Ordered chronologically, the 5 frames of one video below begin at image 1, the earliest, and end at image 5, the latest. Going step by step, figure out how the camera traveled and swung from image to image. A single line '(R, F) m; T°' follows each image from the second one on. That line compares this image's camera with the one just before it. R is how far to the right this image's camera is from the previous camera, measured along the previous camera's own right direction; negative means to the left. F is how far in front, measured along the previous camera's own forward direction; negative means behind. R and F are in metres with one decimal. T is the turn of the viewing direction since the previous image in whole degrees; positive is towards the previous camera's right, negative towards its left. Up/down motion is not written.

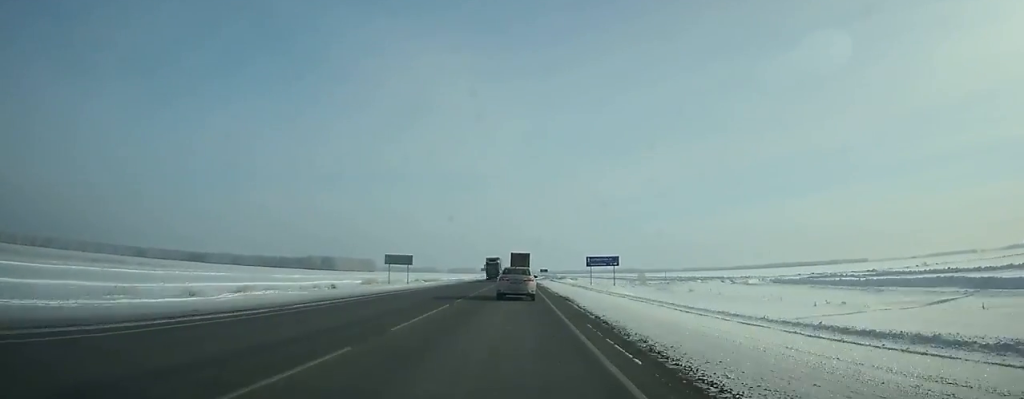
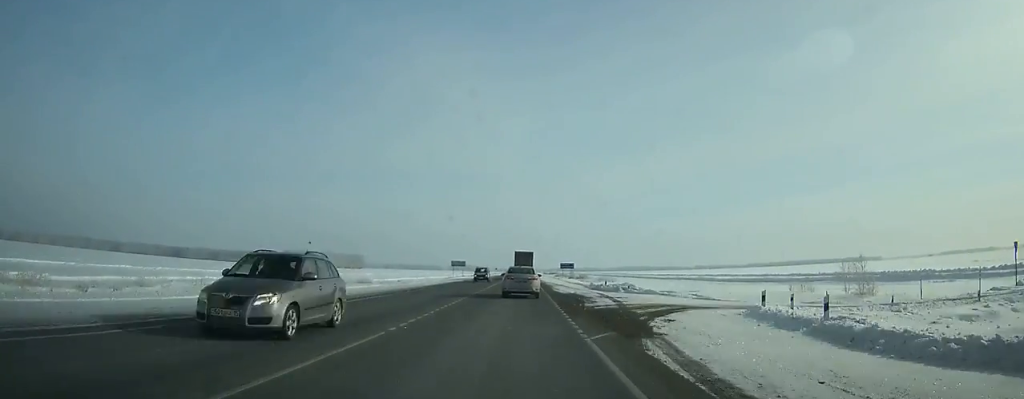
(-0.3, +100.3) m; 0°
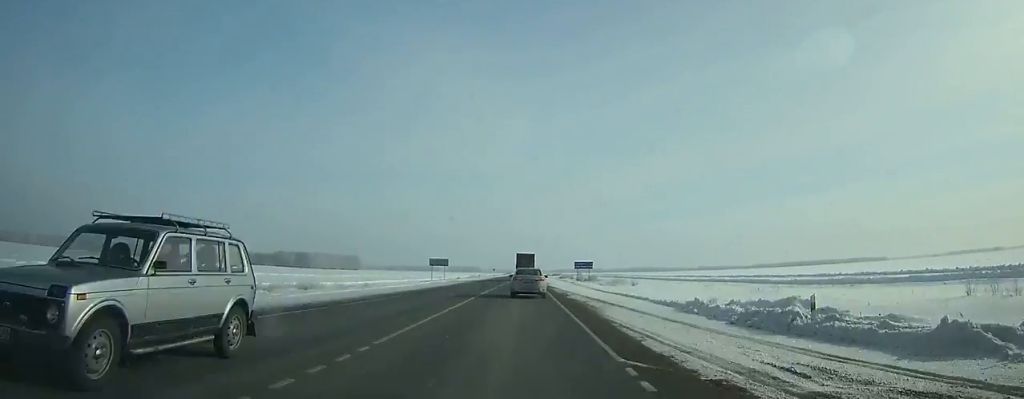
(0.0, +30.3) m; 0°
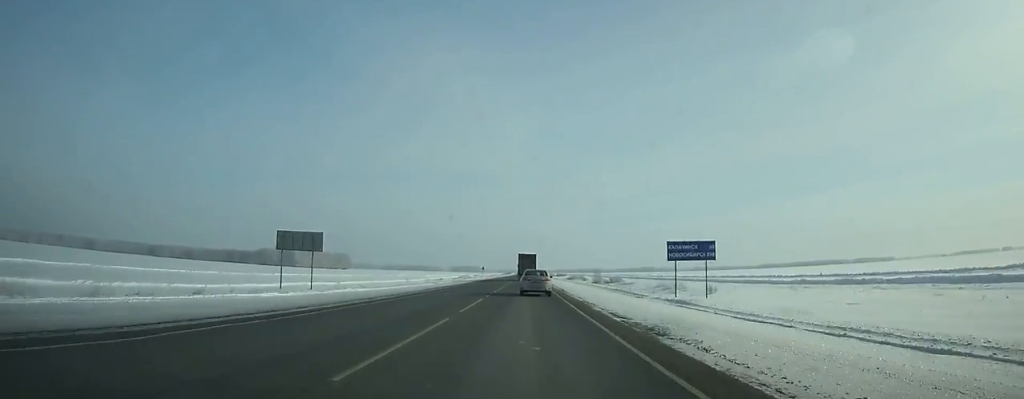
(+0.1, +58.8) m; 0°
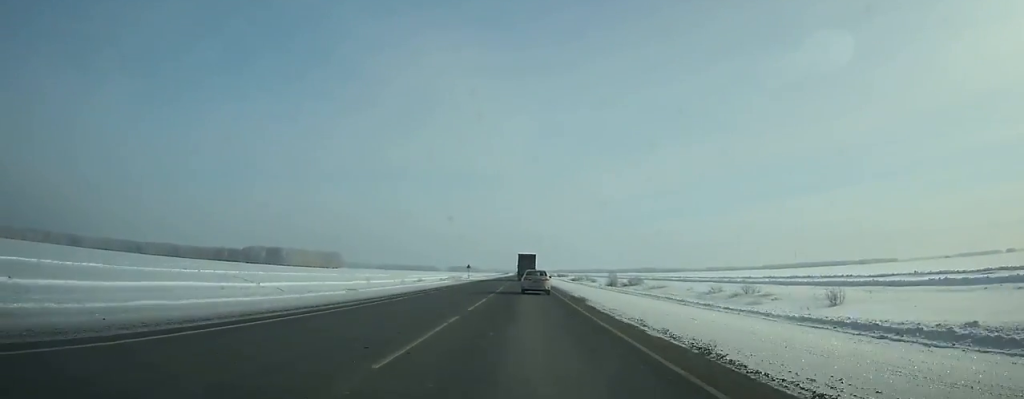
(0.0, +35.6) m; 0°
